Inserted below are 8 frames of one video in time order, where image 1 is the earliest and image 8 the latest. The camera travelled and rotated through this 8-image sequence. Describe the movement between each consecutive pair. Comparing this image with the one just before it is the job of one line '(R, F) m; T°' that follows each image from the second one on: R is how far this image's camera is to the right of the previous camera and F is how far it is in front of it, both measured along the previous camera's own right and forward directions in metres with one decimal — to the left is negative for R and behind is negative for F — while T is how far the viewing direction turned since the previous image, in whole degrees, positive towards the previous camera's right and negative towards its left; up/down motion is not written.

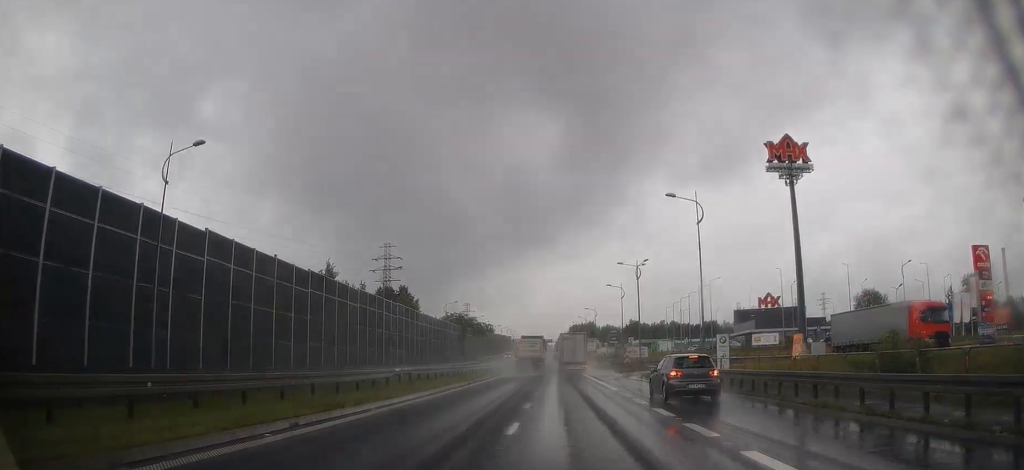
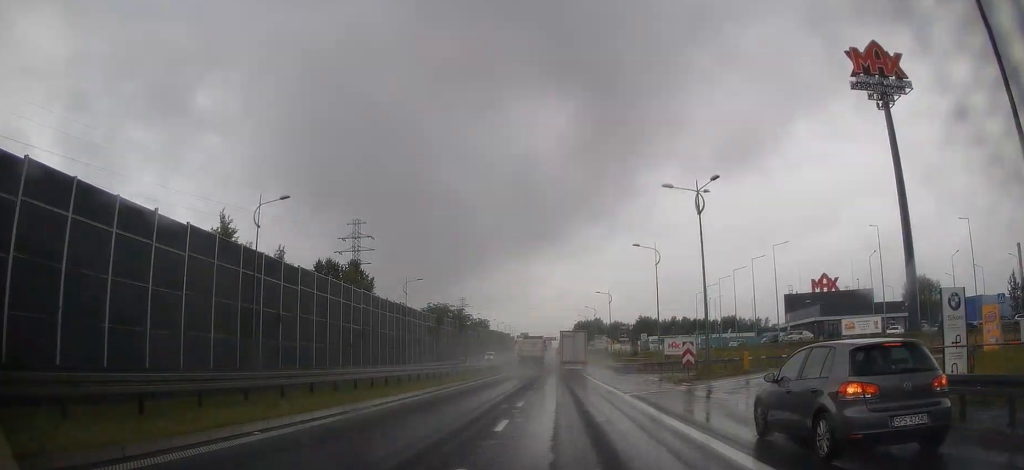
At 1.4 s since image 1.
(0.0, +29.5) m; 0°
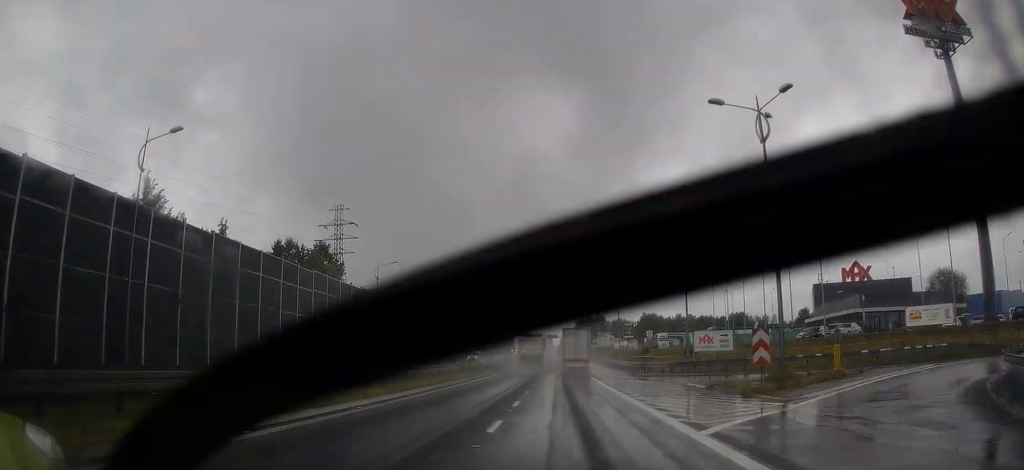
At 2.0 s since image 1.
(0.0, +12.6) m; 0°
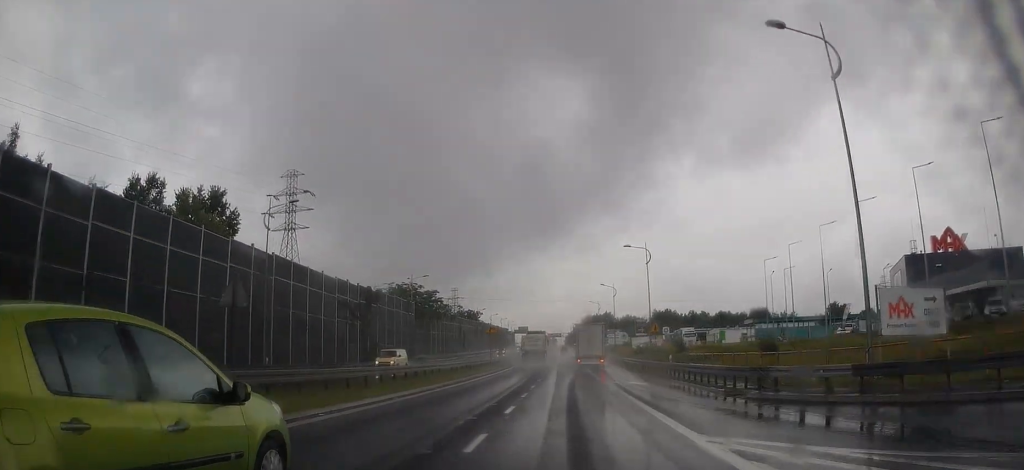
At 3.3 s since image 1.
(0.0, +26.5) m; 0°
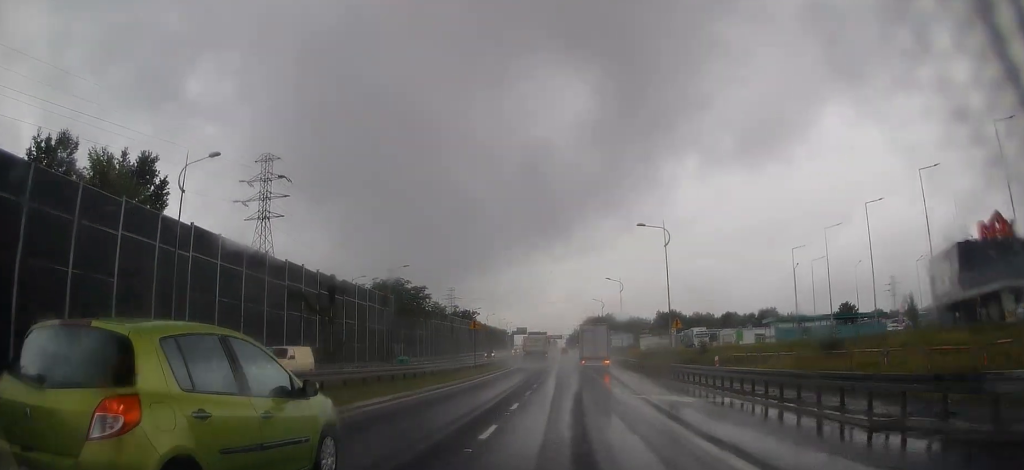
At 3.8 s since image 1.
(0.0, +10.5) m; 0°
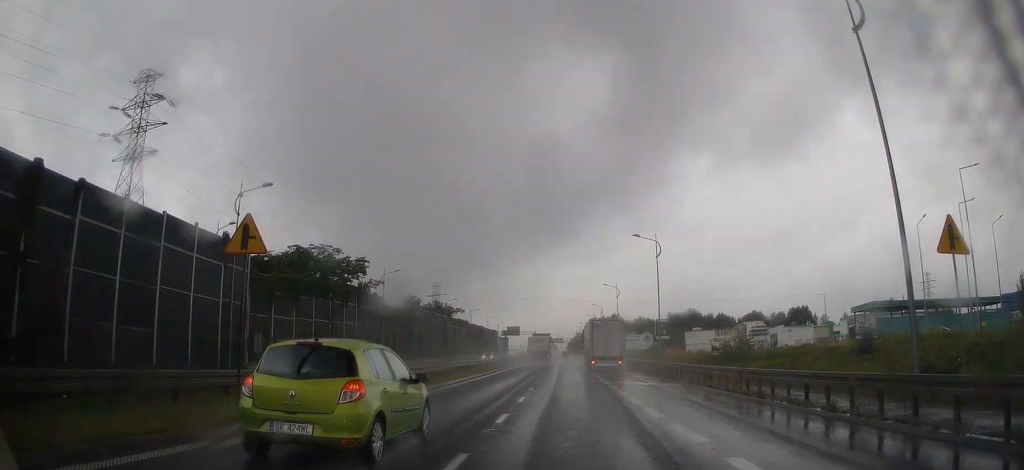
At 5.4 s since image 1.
(0.0, +33.8) m; 0°
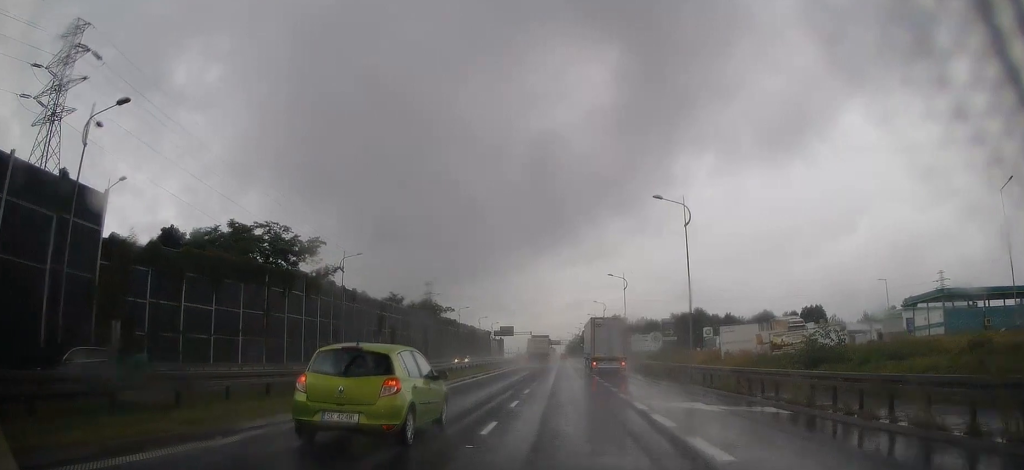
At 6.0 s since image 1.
(+0.1, +14.1) m; 0°
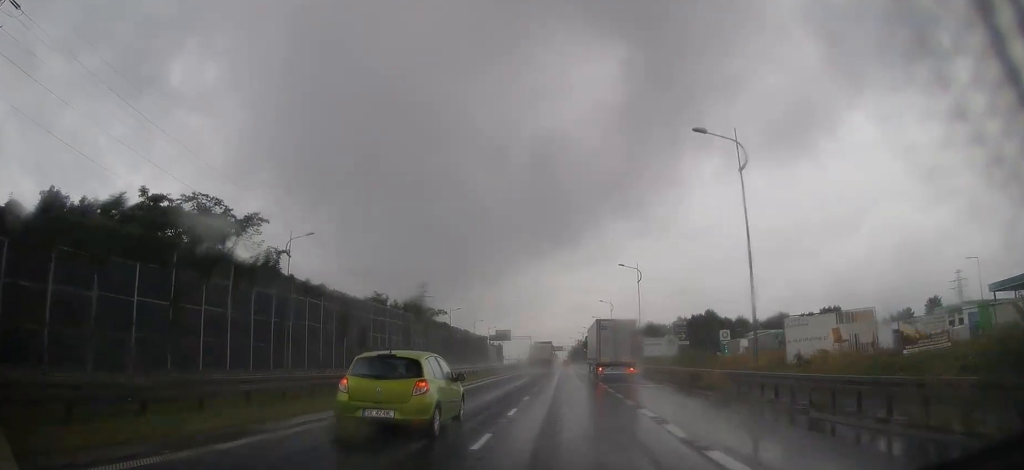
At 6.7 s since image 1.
(-0.1, +13.5) m; 0°
